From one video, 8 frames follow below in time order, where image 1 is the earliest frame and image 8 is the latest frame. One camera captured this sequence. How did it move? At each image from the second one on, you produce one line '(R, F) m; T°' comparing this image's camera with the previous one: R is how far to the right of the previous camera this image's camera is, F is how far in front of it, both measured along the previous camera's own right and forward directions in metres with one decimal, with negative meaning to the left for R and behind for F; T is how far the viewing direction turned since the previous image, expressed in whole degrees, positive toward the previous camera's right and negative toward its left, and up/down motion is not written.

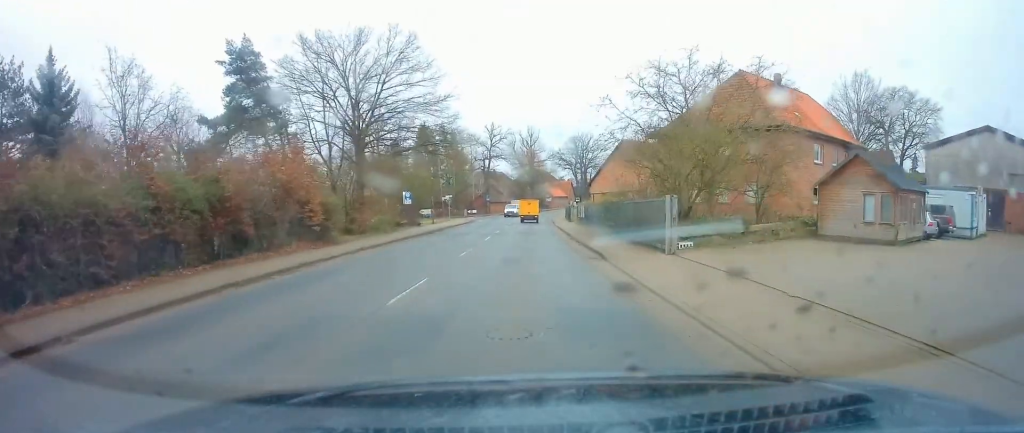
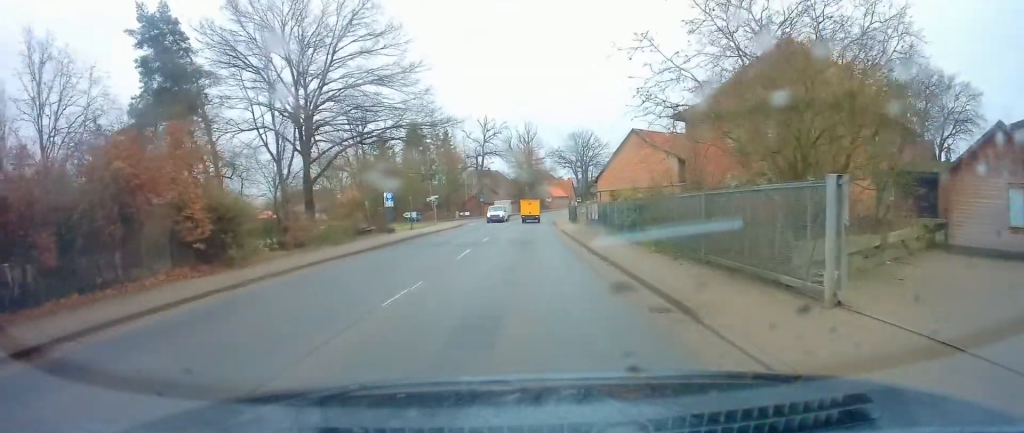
(0.0, +8.8) m; 0°
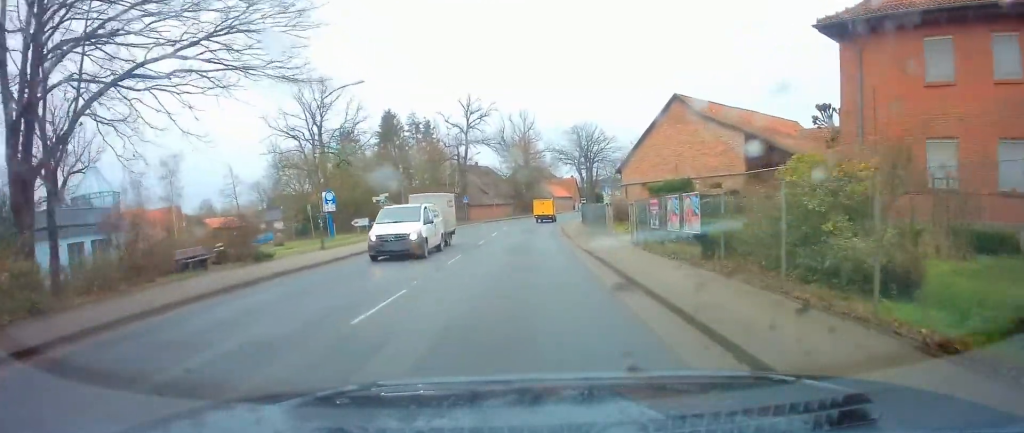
(0.0, +19.2) m; 0°
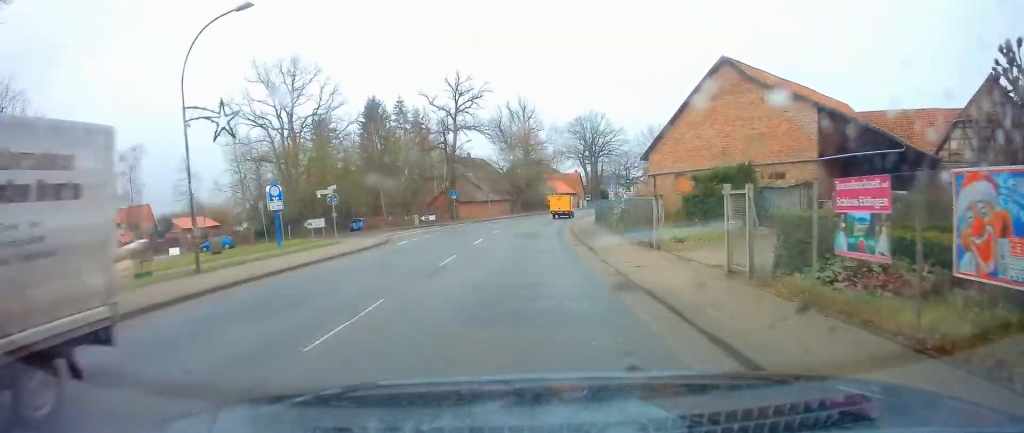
(0.0, +10.4) m; 0°
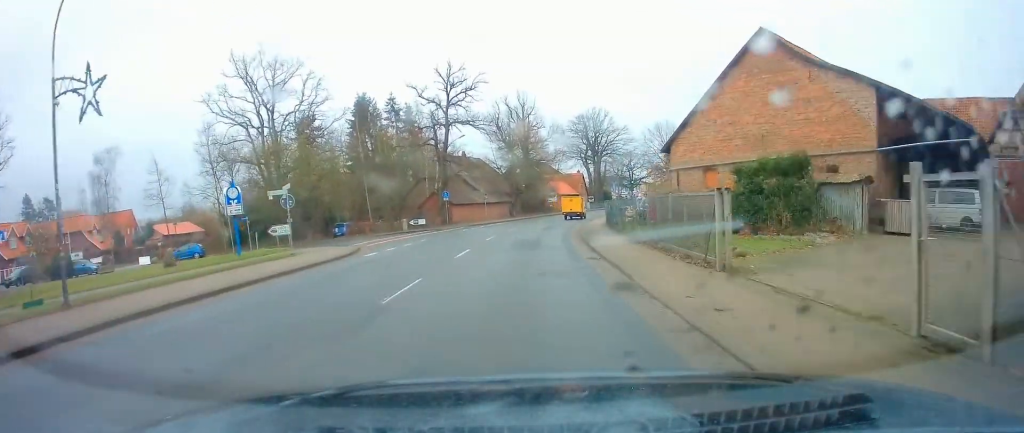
(0.0, +5.7) m; +1°
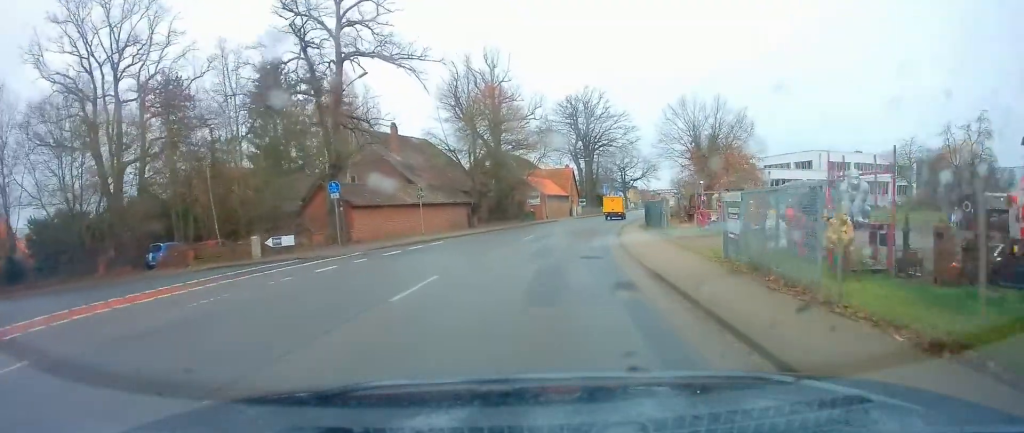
(+0.7, +26.3) m; +3°
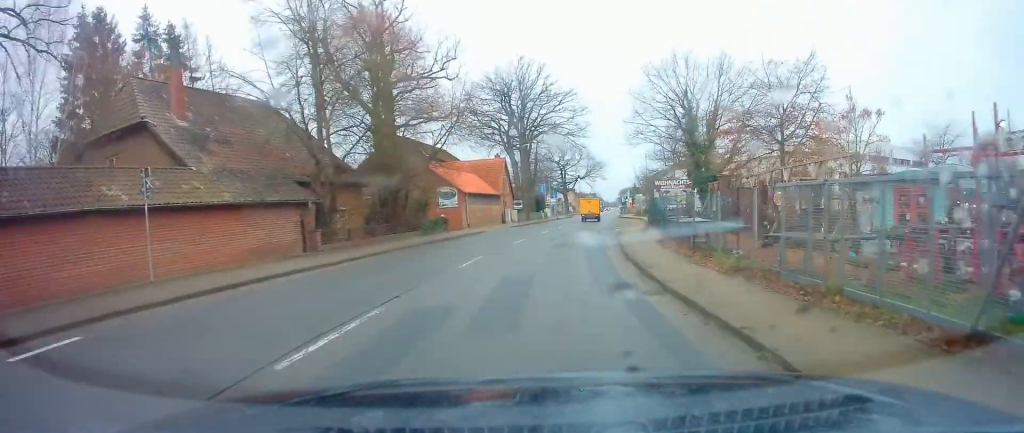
(+0.6, +21.8) m; +6°
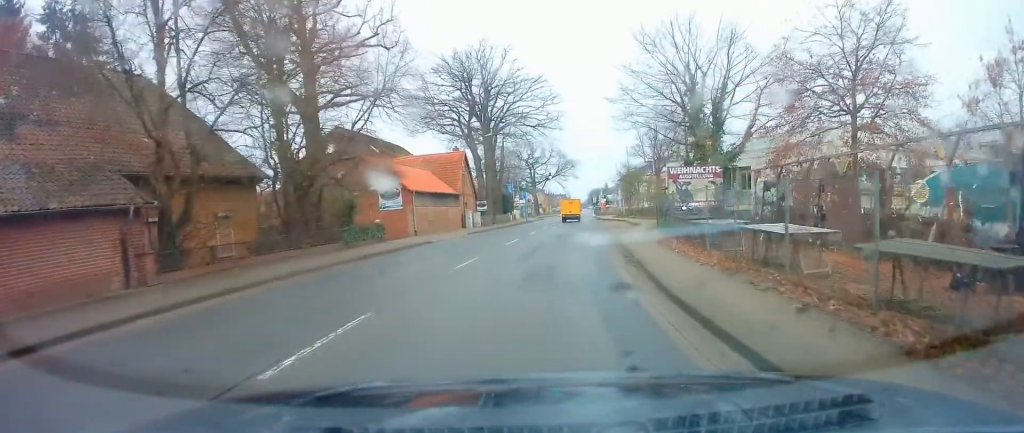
(+0.4, +9.3) m; +3°
